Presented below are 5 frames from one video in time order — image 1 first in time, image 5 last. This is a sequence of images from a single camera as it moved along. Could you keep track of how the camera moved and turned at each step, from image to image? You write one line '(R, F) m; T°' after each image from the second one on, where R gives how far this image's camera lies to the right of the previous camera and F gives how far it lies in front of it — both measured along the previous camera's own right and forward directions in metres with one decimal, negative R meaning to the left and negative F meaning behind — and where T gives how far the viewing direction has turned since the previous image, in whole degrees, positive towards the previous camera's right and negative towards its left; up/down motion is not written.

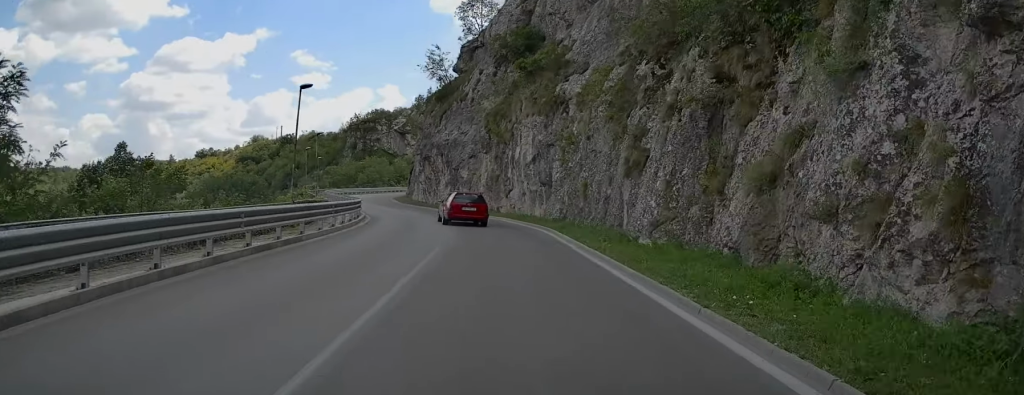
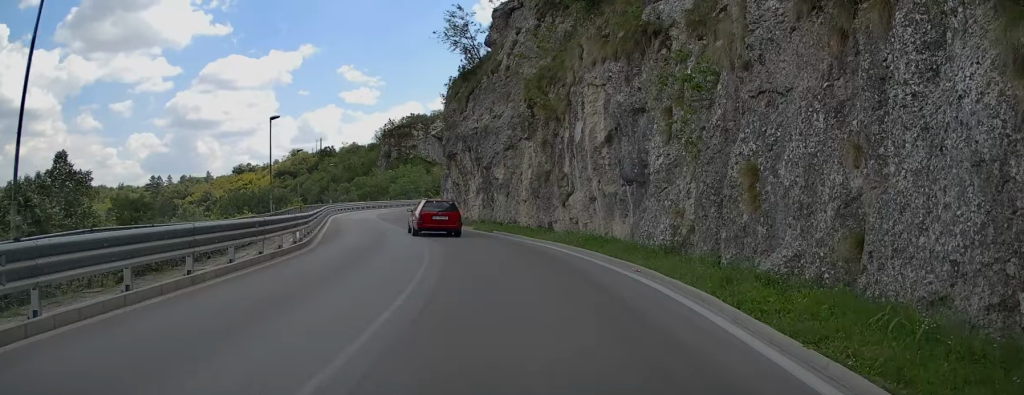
(-1.0, +15.8) m; -7°
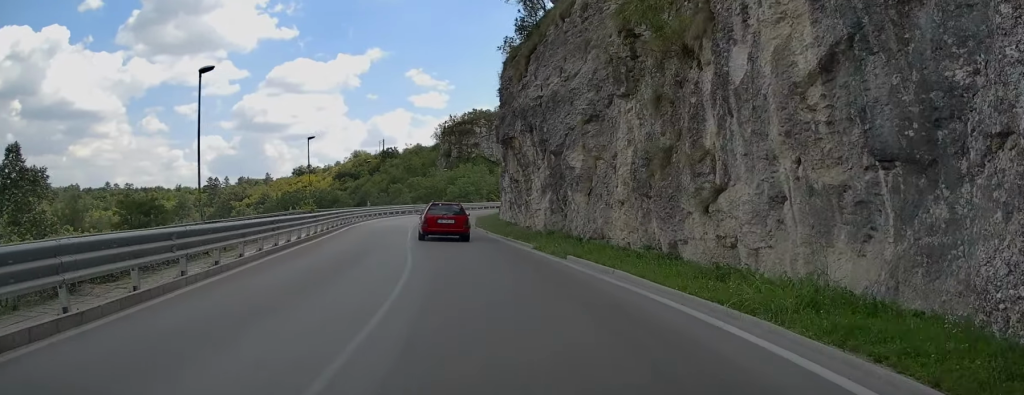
(-0.5, +12.3) m; -5°
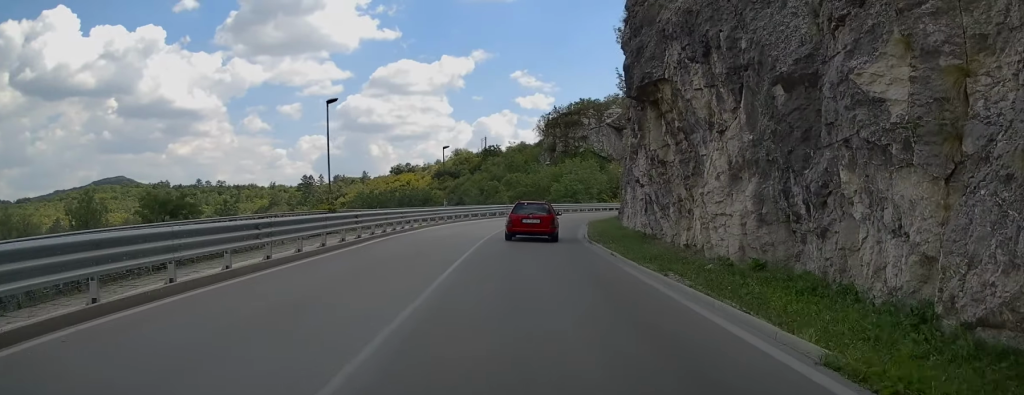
(-0.6, +14.4) m; -5°
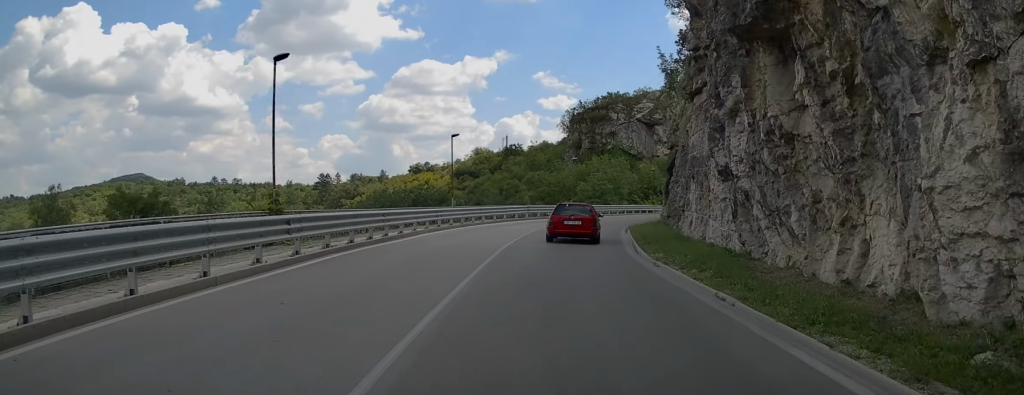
(-0.1, +8.0) m; -3°
